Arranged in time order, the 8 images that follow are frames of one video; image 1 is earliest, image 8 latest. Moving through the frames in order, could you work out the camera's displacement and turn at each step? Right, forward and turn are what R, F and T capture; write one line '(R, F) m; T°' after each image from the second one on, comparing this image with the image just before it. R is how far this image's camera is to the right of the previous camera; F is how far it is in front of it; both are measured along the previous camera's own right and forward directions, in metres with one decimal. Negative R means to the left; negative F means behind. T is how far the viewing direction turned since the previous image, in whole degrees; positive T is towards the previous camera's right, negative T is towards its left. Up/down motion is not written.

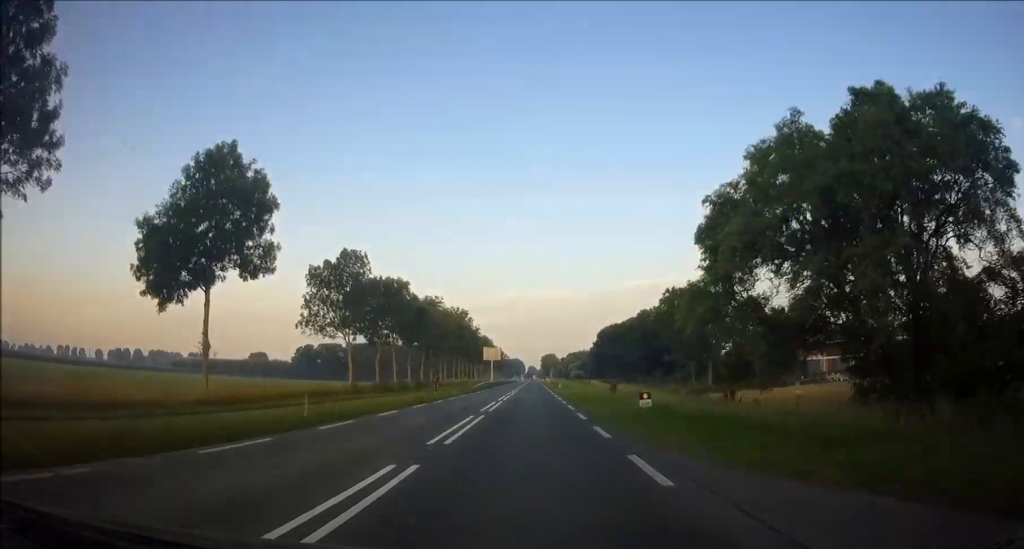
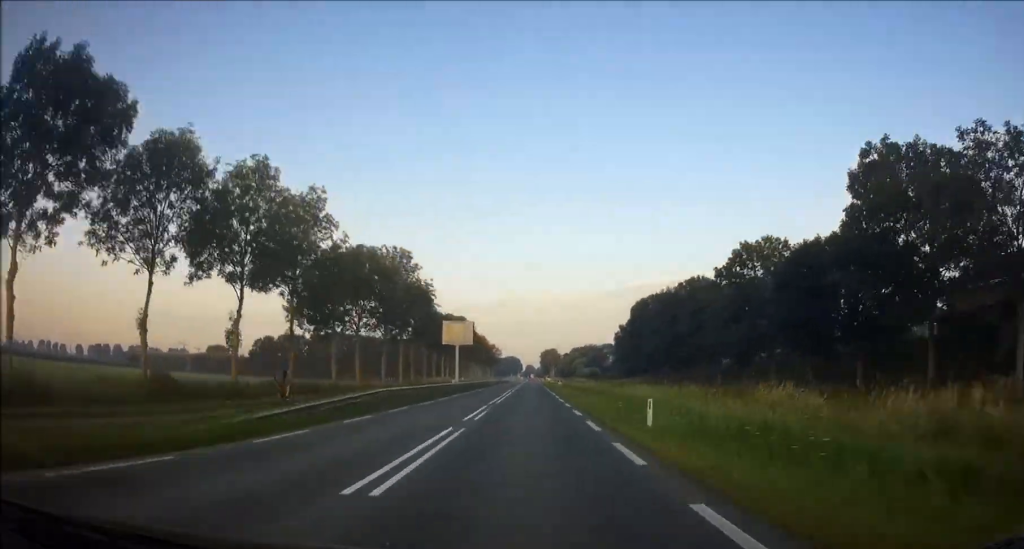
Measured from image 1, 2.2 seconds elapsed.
(-0.1, +52.6) m; 0°
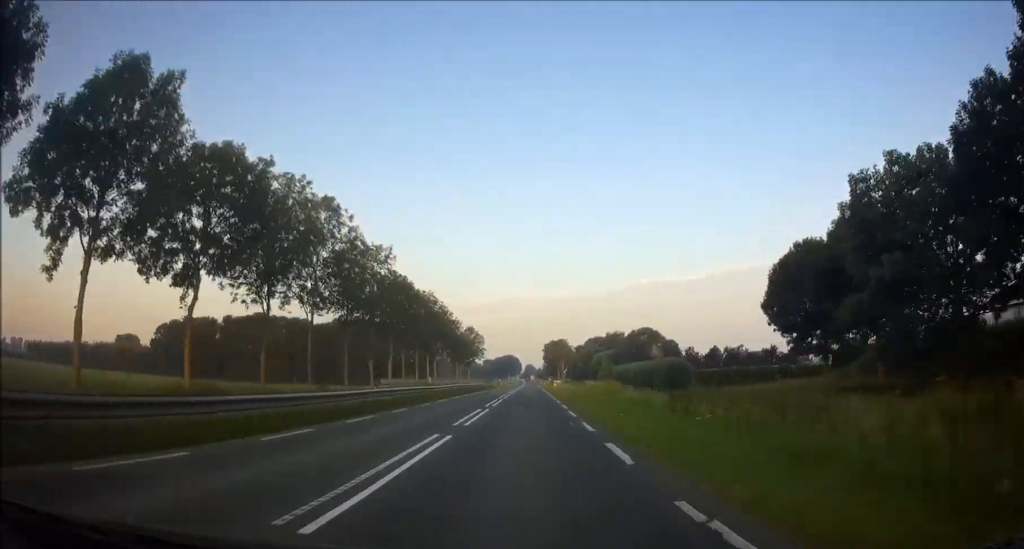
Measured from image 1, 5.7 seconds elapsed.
(-0.1, +84.2) m; 0°
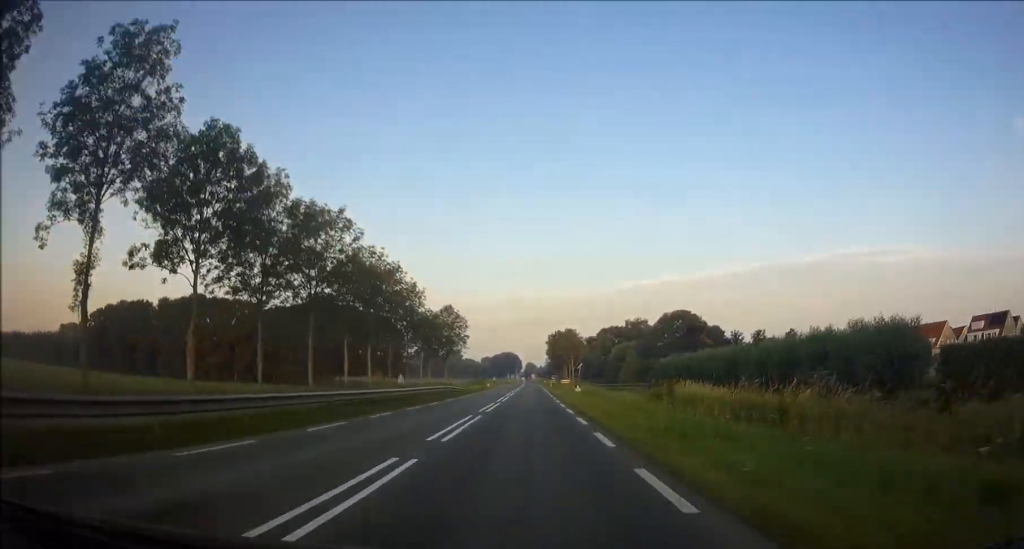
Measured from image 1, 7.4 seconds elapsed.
(-0.4, +39.7) m; 0°
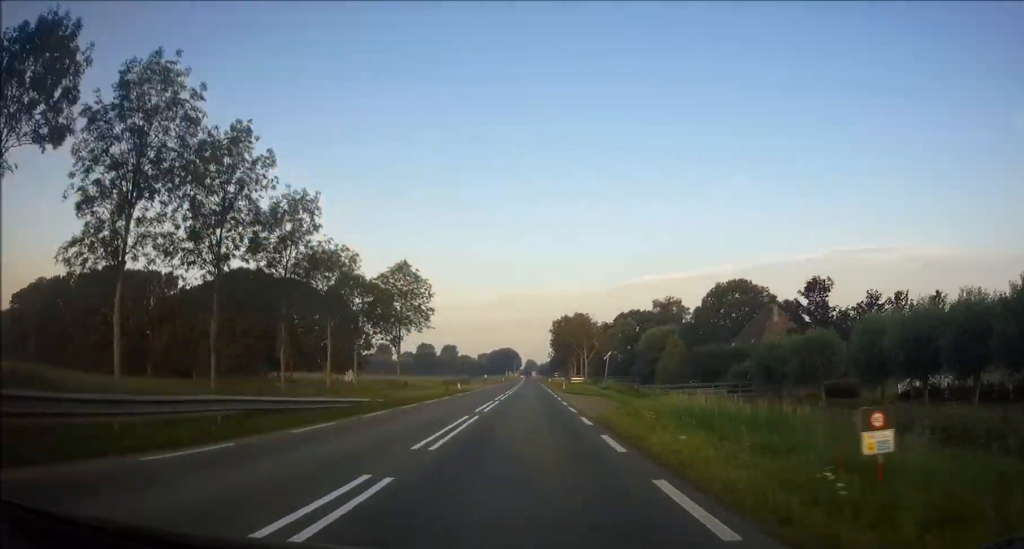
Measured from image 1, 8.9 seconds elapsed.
(+0.1, +36.6) m; 0°
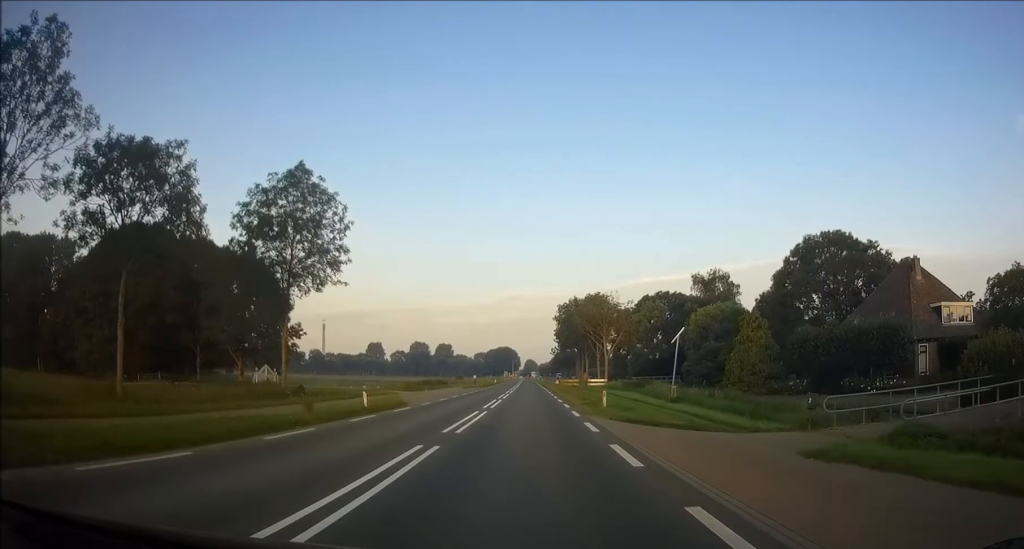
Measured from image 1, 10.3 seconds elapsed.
(+0.1, +31.8) m; 0°
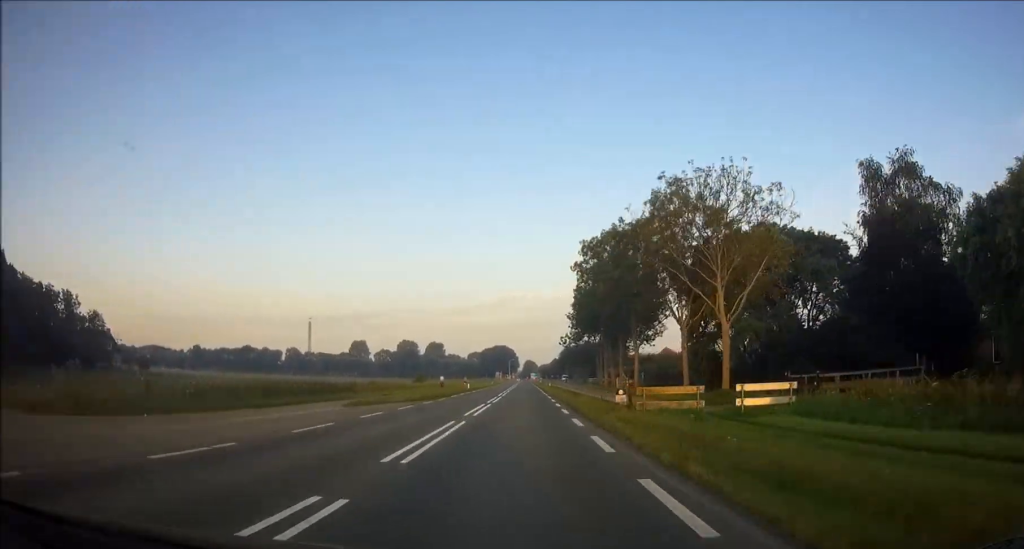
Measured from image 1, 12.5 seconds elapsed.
(+0.3, +52.5) m; 0°
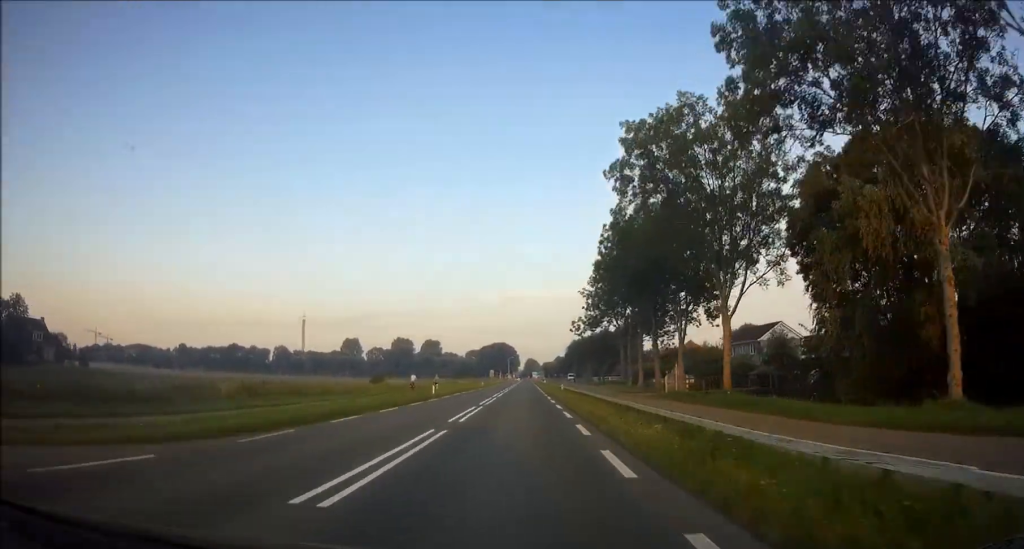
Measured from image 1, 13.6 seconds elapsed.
(+0.1, +27.0) m; 0°
